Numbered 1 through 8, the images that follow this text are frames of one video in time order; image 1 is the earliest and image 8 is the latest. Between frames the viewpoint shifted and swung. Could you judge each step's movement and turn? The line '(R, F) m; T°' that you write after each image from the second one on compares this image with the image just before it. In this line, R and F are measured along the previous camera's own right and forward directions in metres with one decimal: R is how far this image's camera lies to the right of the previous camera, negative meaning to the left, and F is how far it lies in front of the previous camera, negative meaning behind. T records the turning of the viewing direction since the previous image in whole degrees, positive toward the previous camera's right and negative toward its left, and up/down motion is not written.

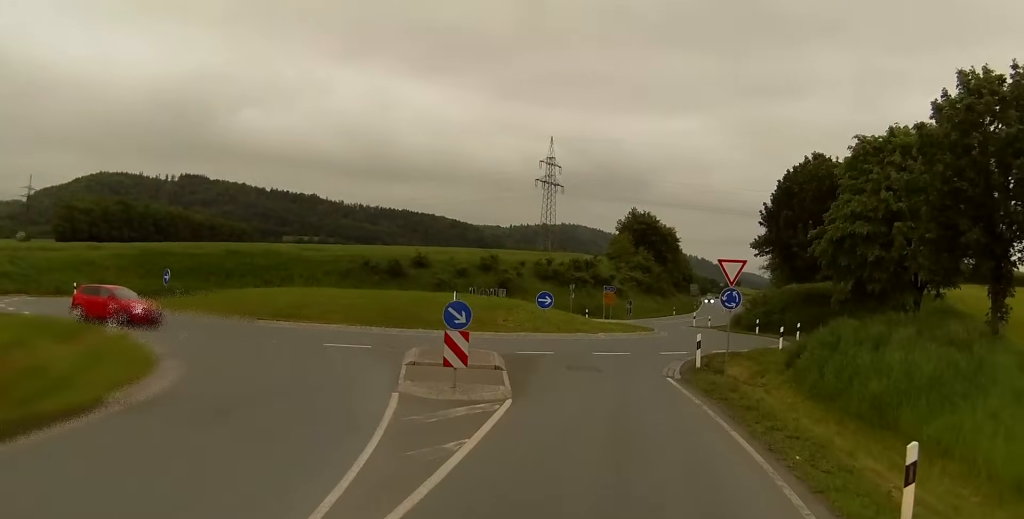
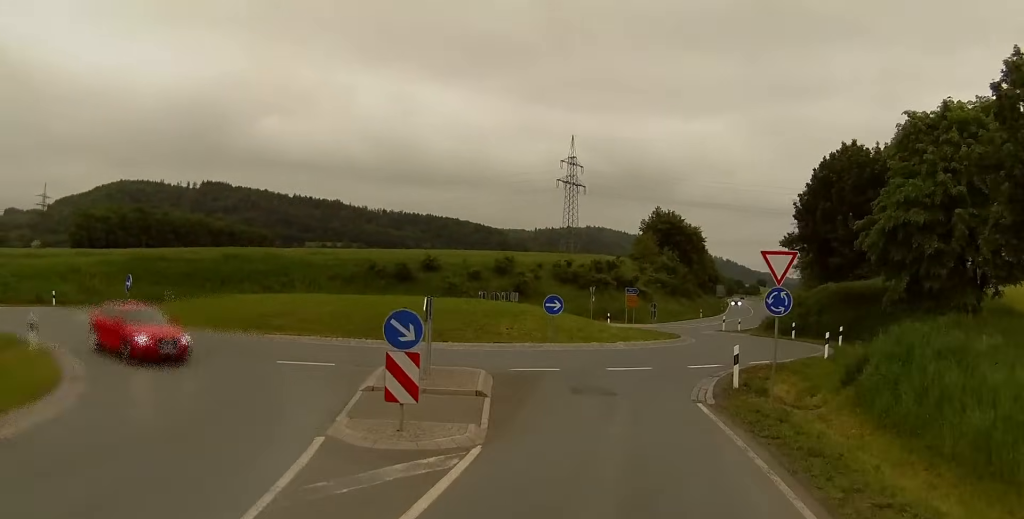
(0.0, +6.3) m; -1°
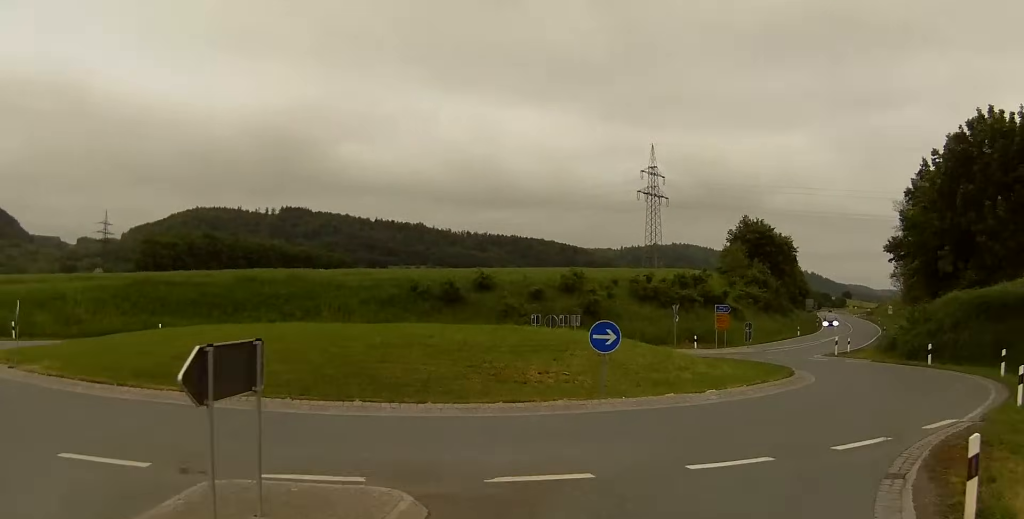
(-1.1, +13.9) m; -9°
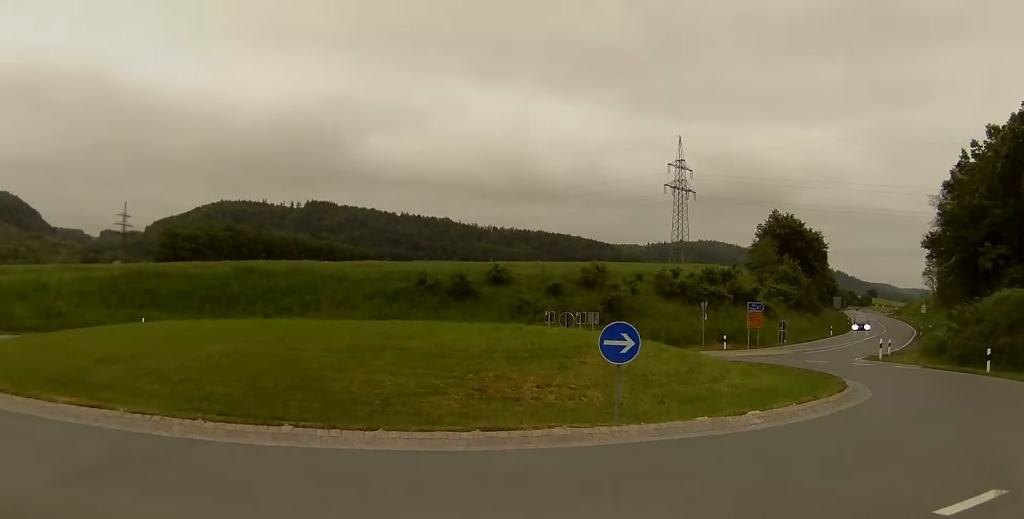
(0.0, +5.2) m; -1°
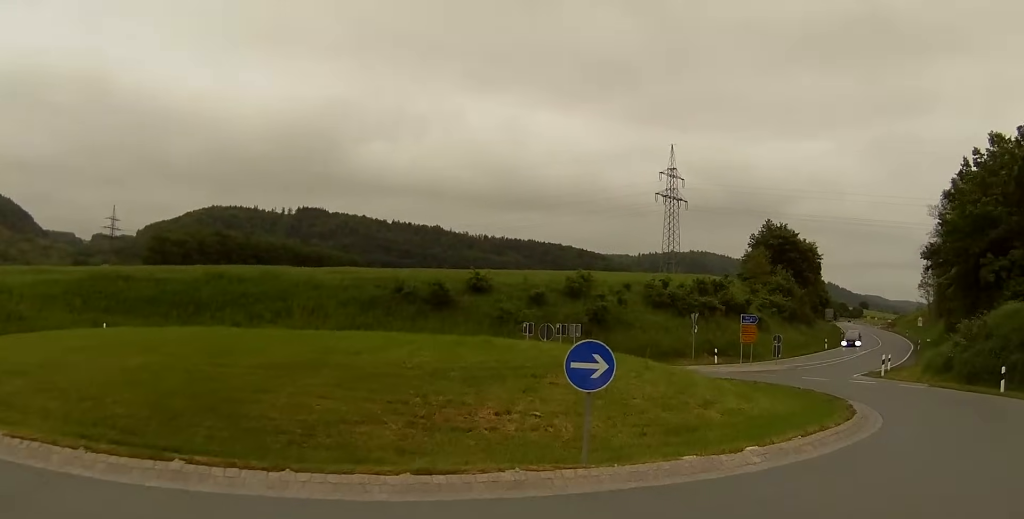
(+0.1, +3.0) m; -2°
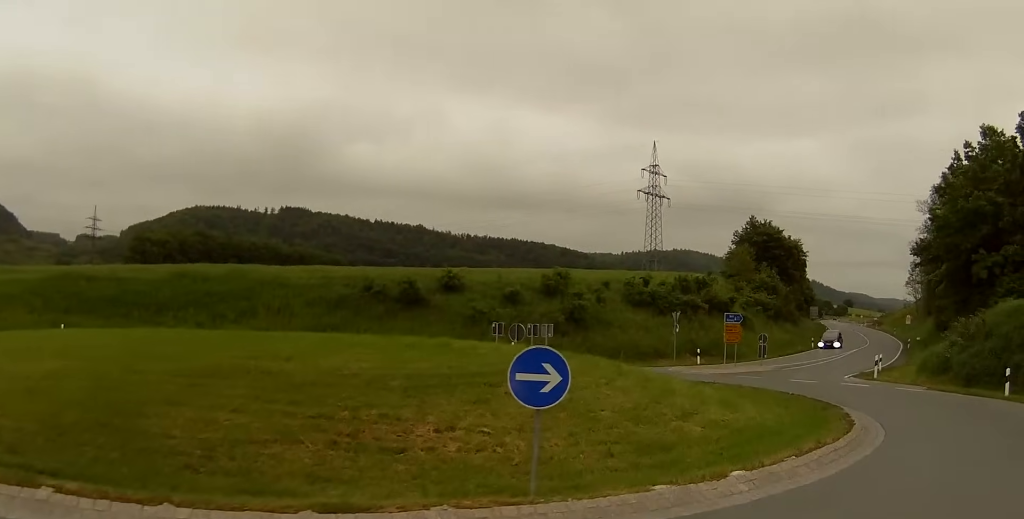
(0.0, +2.4) m; -1°
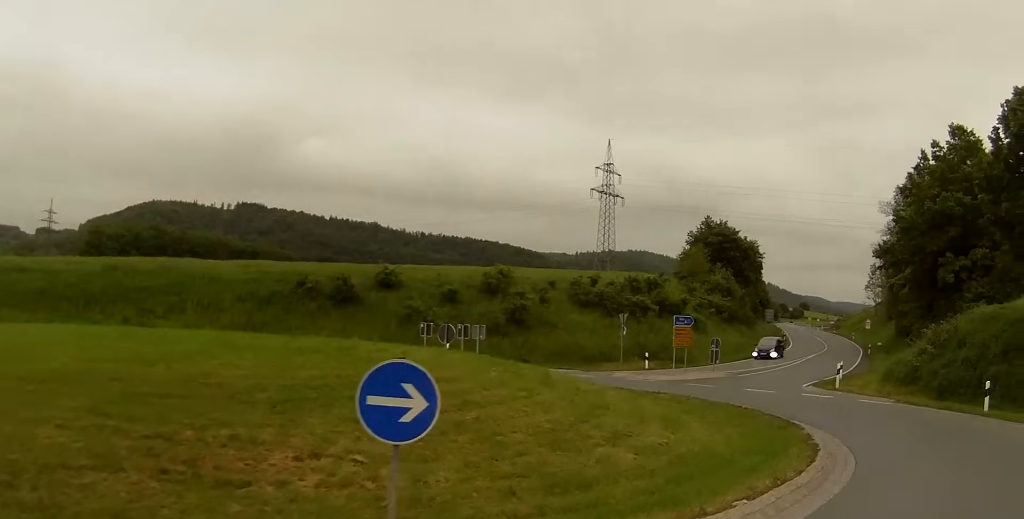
(-0.3, +2.9) m; +3°
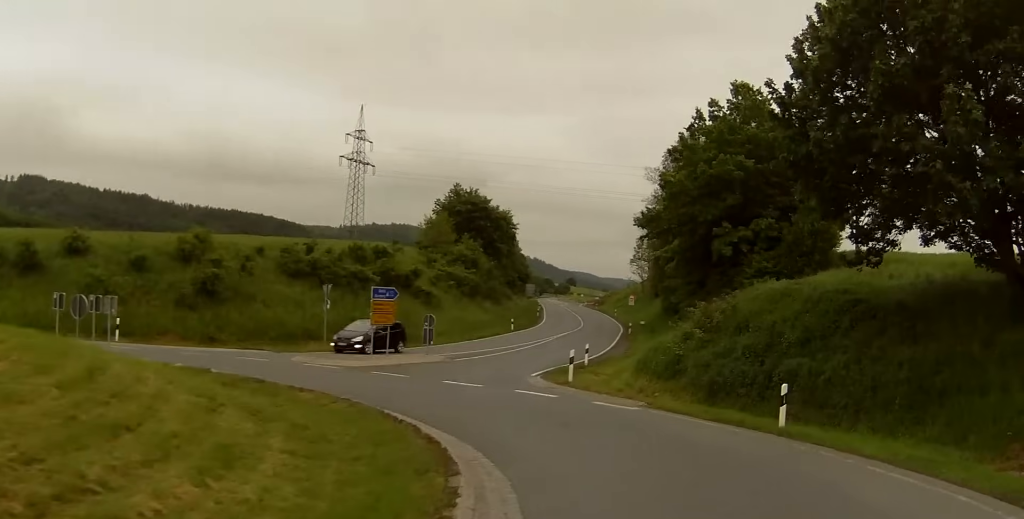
(+1.1, +7.8) m; +15°
